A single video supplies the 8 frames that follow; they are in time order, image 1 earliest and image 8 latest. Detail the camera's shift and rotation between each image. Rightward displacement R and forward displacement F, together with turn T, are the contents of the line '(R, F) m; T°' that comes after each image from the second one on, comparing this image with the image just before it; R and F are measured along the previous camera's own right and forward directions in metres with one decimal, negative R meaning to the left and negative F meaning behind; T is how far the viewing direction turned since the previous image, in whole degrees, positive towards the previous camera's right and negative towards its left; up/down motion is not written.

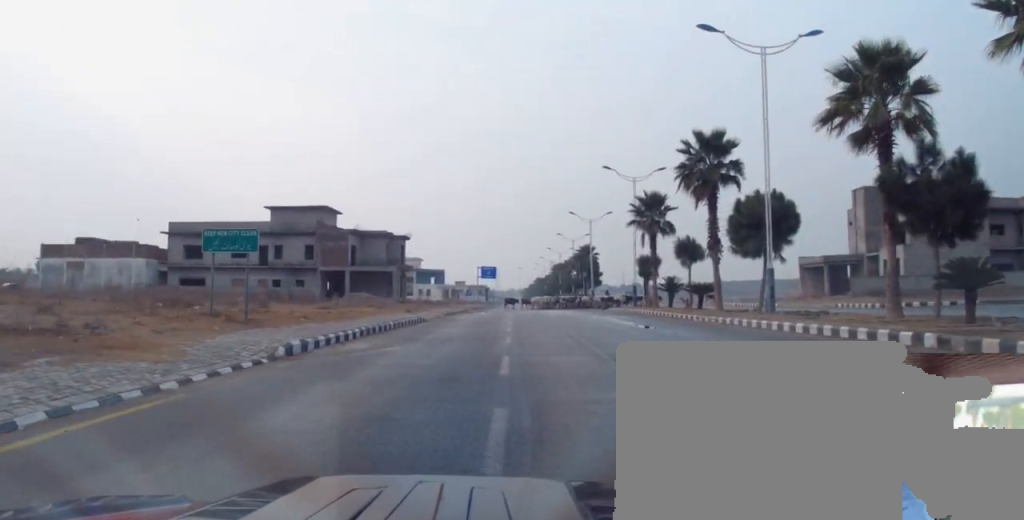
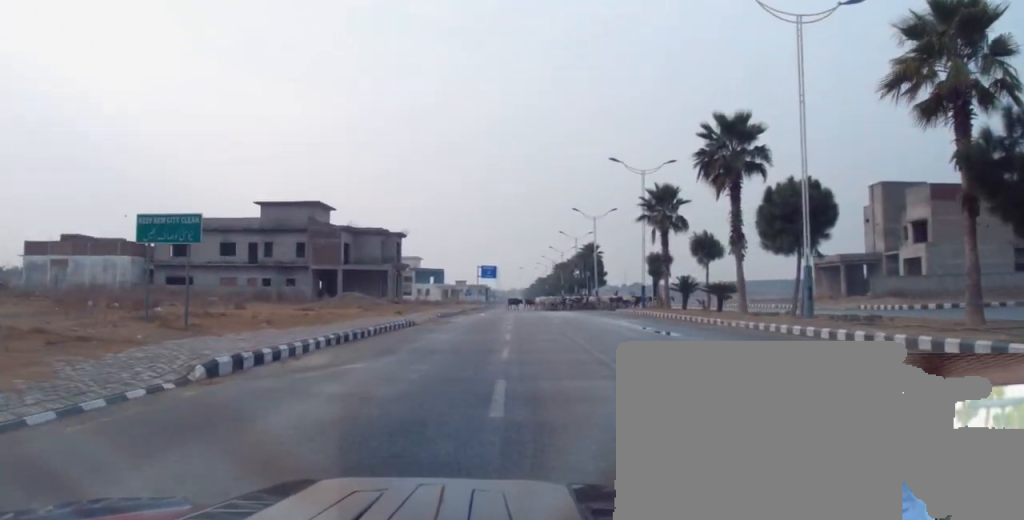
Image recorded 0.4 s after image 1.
(0.0, +3.6) m; 0°
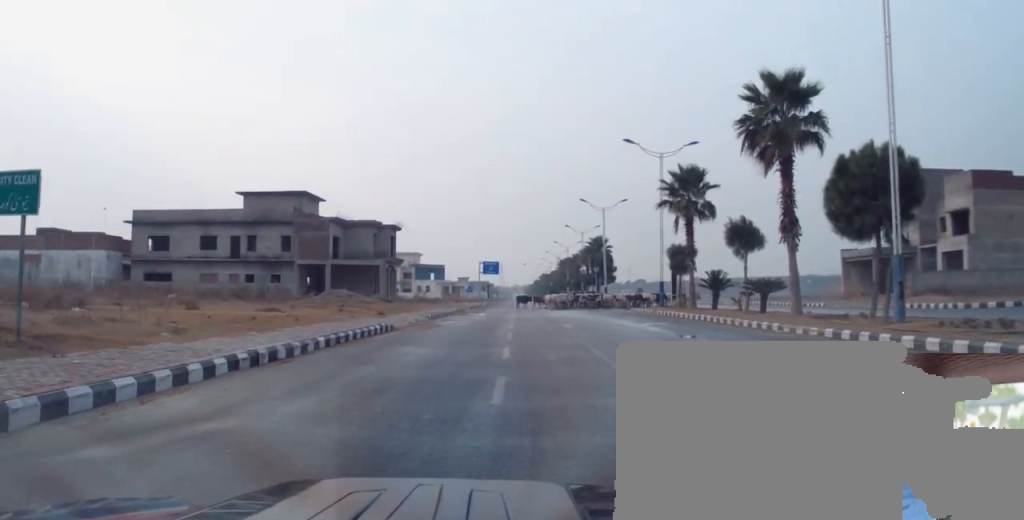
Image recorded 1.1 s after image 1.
(0.0, +5.8) m; +1°
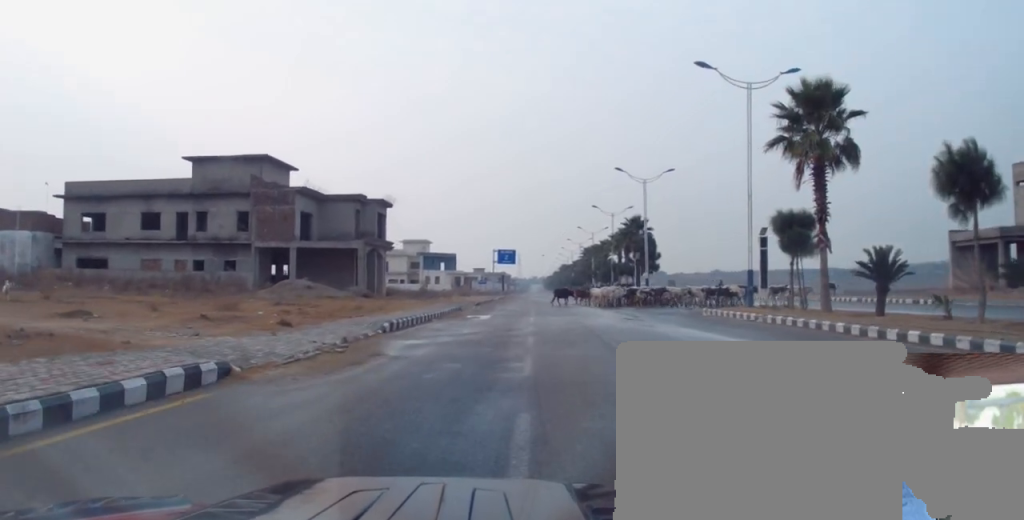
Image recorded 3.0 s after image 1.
(-0.7, +15.1) m; -5°
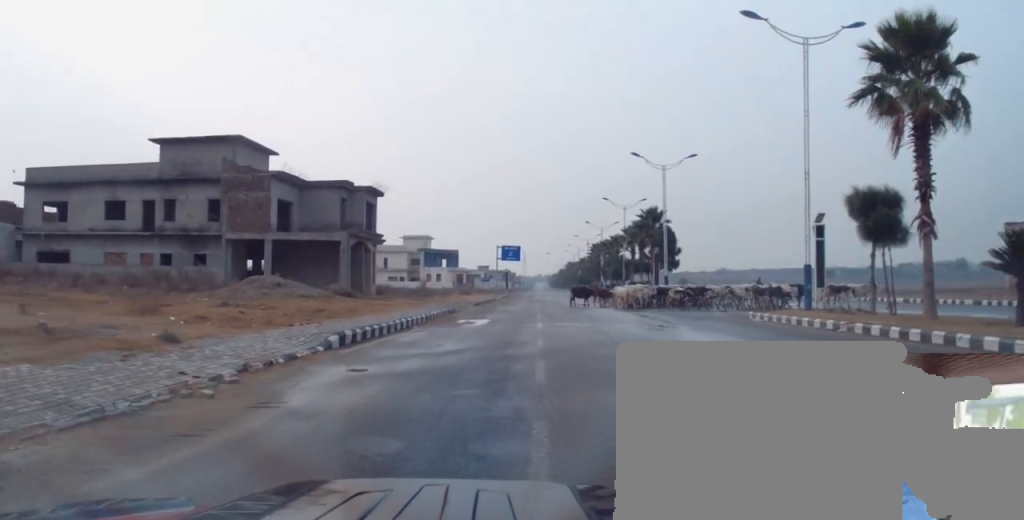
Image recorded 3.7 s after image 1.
(+0.1, +6.3) m; +2°
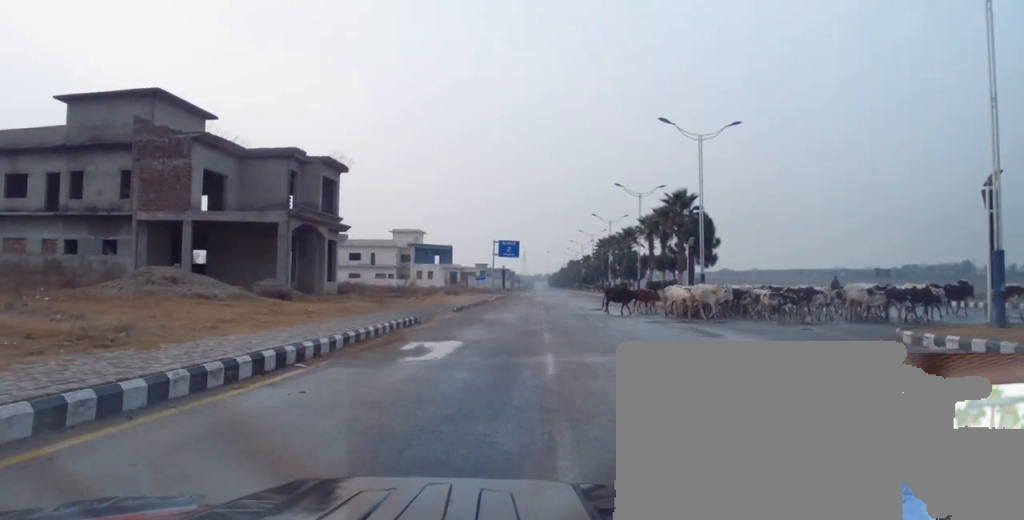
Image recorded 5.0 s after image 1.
(+0.6, +11.4) m; +2°
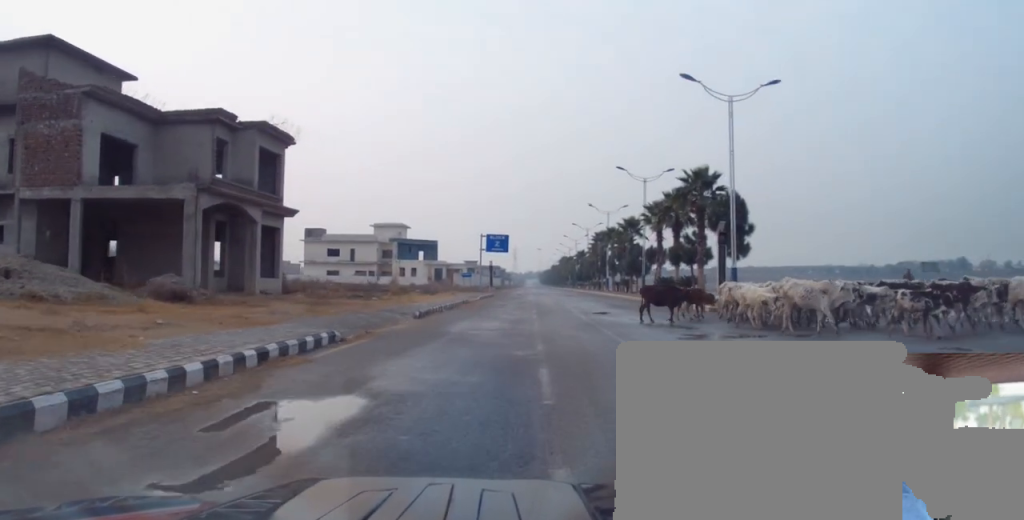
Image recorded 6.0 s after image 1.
(-0.2, +8.5) m; 0°
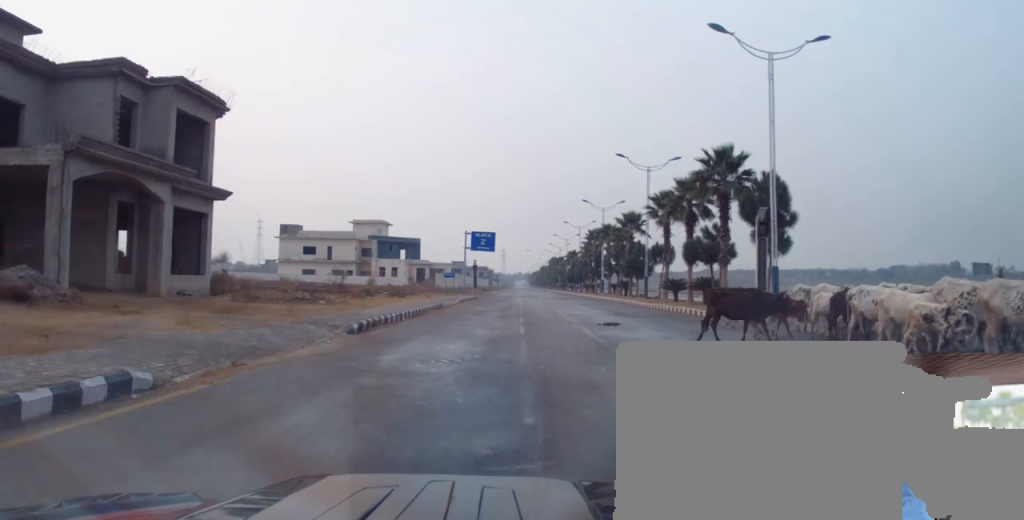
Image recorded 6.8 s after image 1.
(+0.2, +7.3) m; -1°
